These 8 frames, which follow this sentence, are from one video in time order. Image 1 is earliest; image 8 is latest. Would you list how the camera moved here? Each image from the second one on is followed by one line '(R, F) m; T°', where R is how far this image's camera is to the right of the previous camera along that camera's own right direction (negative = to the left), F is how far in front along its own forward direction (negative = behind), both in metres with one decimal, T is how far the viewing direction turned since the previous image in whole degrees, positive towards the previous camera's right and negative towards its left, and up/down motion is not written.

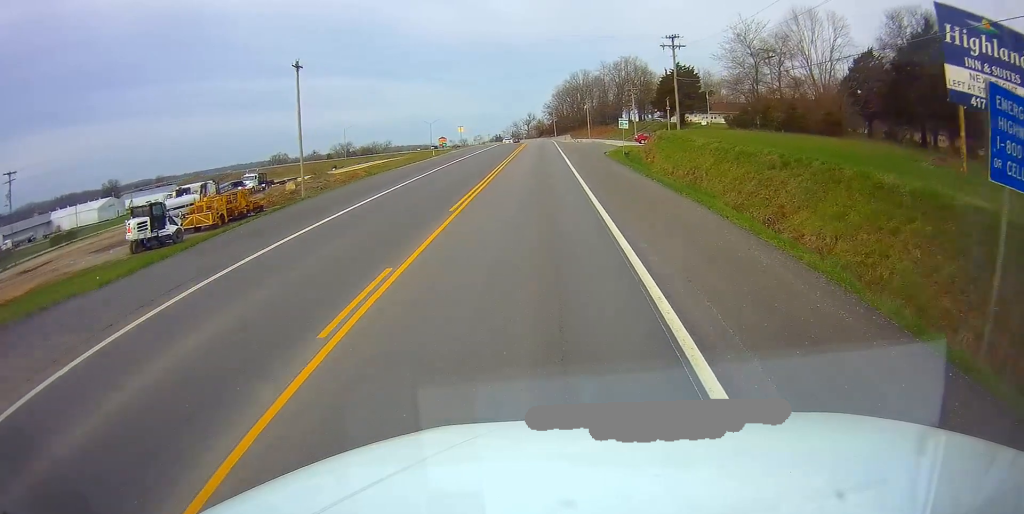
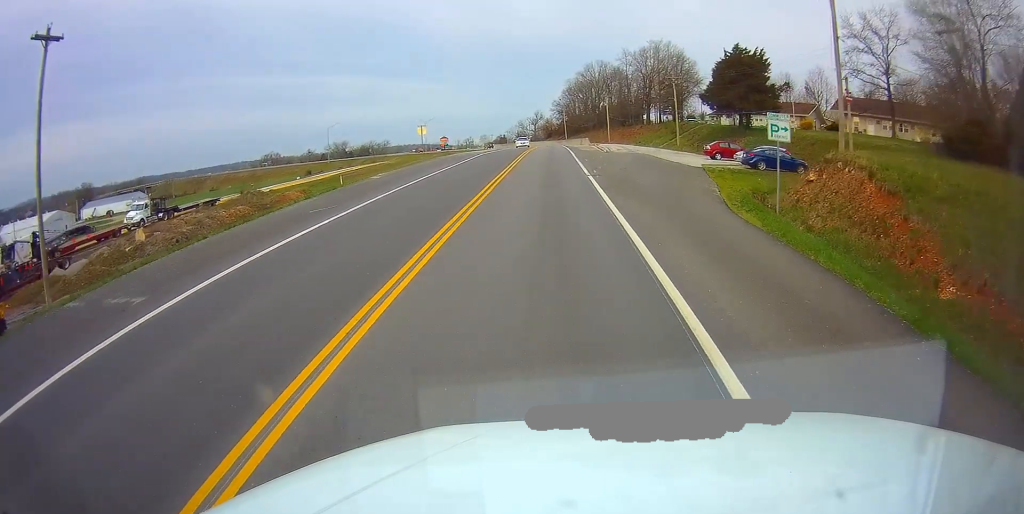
(+0.6, +29.9) m; 0°
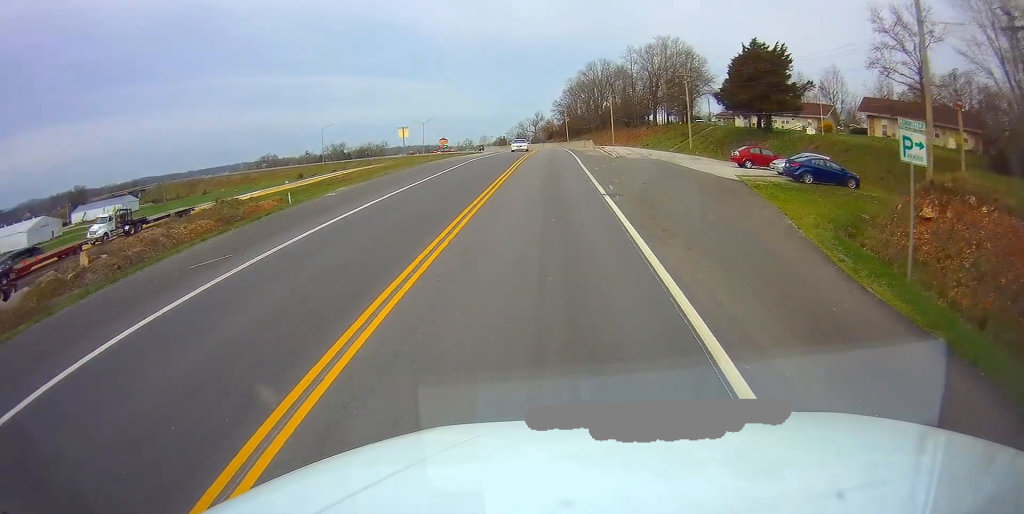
(-0.1, +6.8) m; 0°
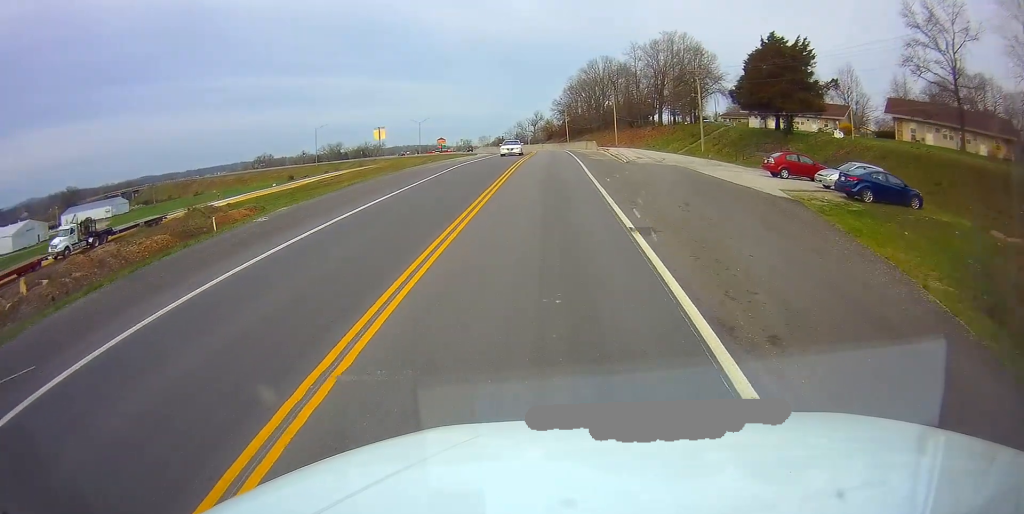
(-0.2, +6.2) m; 0°
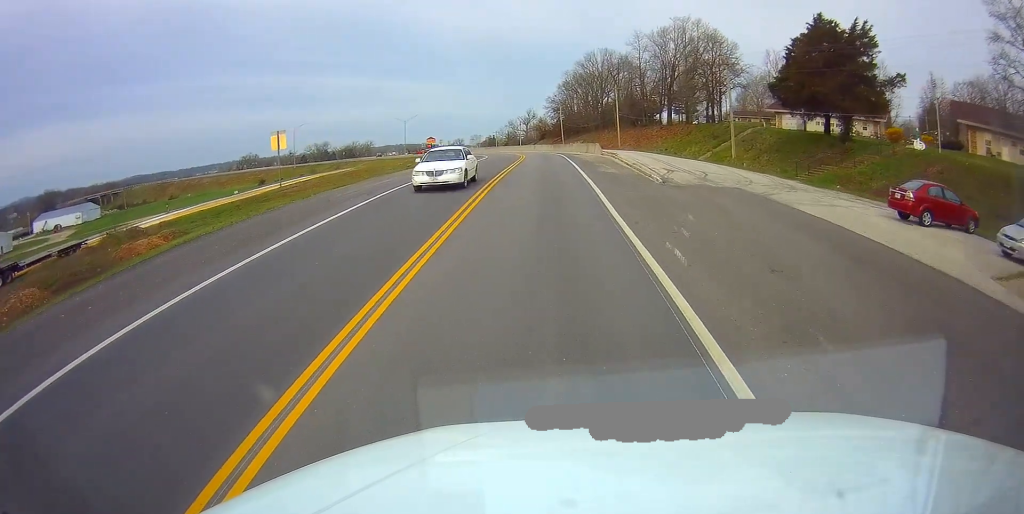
(+0.2, +14.0) m; +1°
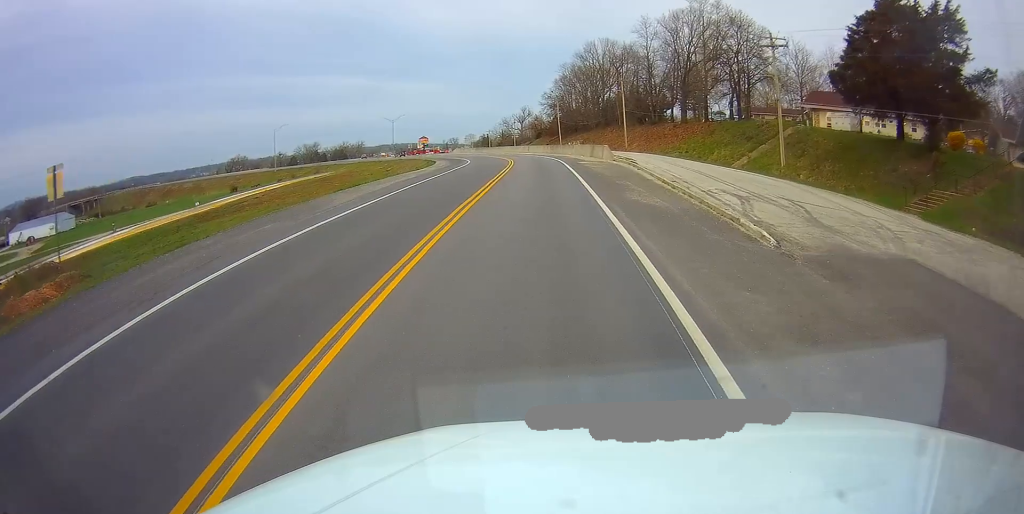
(+0.2, +13.0) m; 0°
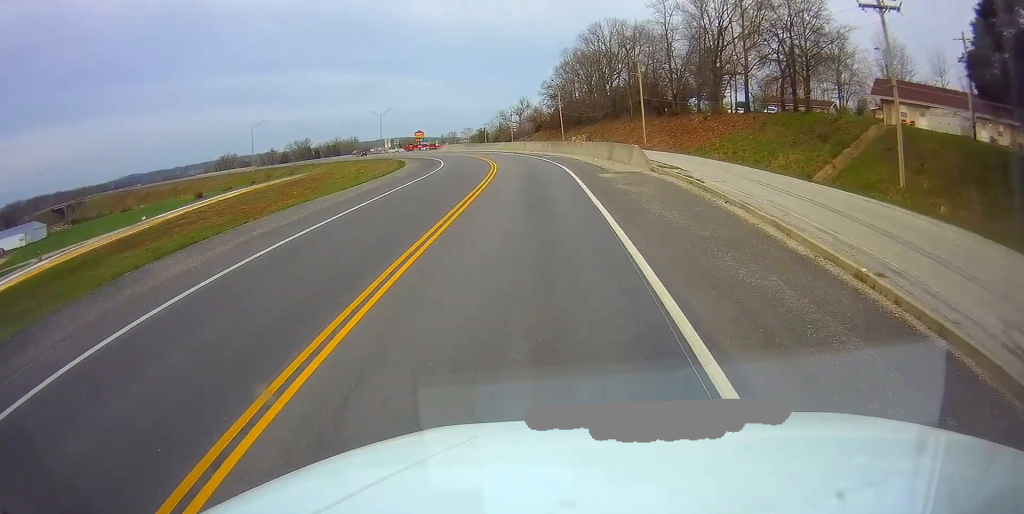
(-0.3, +16.1) m; -3°
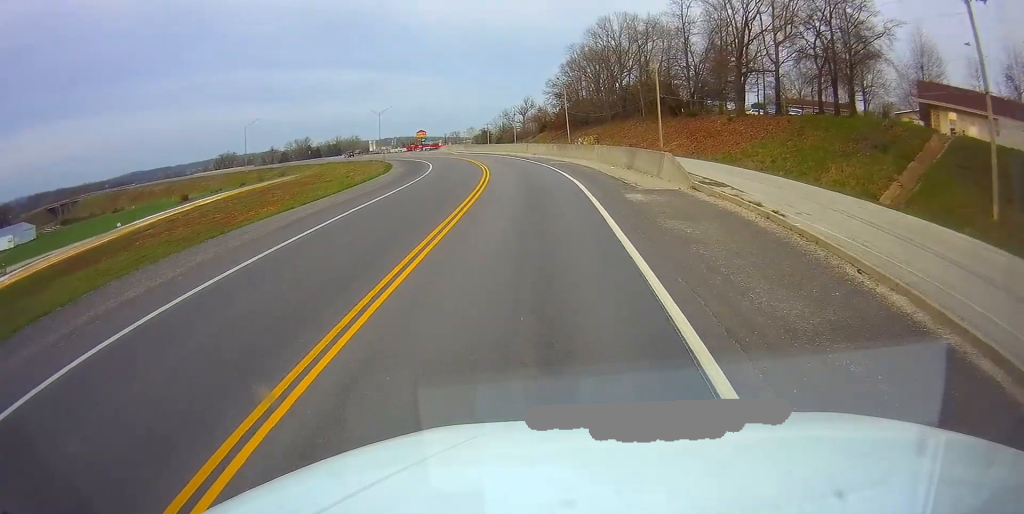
(0.0, +7.3) m; -1°
